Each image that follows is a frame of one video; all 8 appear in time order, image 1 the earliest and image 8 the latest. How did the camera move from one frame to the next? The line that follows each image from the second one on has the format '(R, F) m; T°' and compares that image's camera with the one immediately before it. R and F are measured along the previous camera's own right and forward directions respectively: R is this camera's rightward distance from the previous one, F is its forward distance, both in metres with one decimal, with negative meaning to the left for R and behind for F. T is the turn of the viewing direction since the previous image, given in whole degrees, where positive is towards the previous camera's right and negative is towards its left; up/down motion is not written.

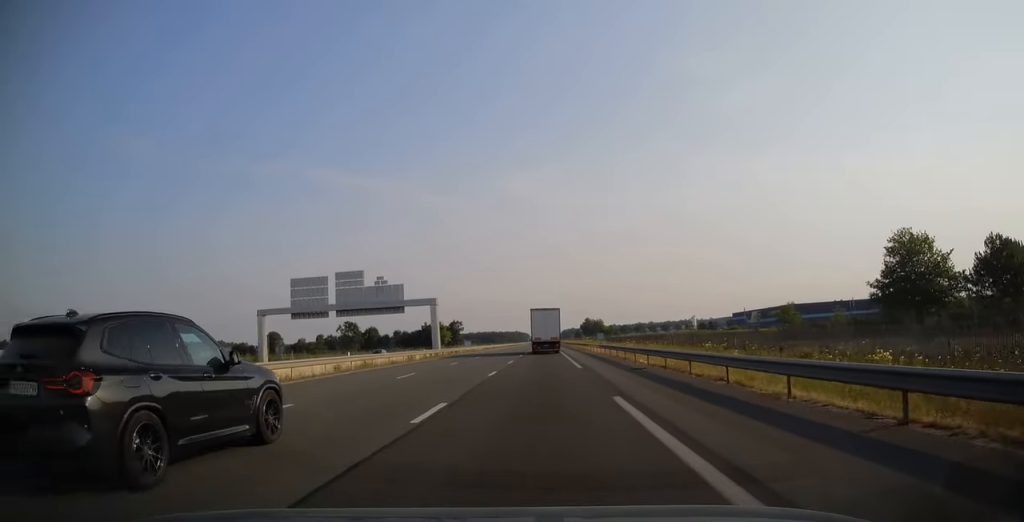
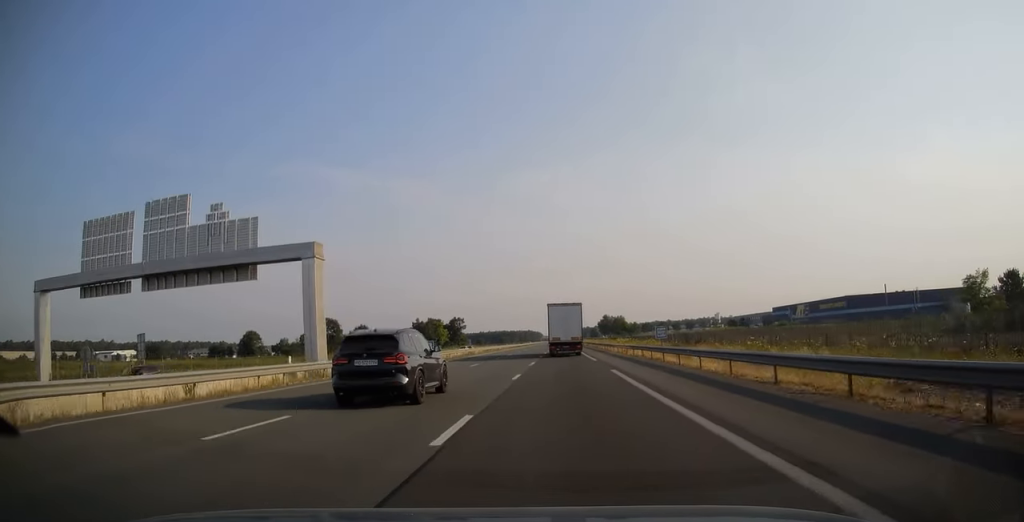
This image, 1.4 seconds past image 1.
(-0.4, +40.8) m; -1°
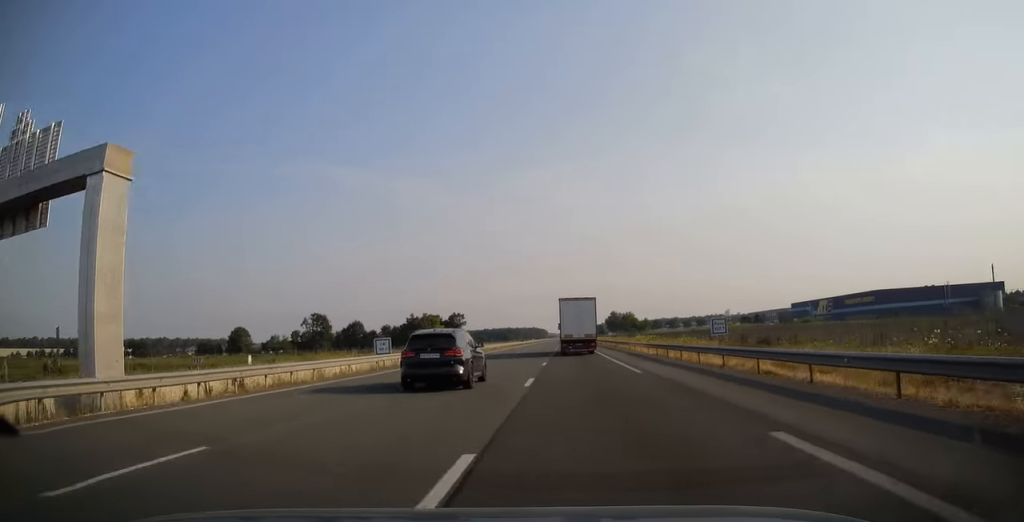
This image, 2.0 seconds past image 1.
(0.0, +16.8) m; 0°
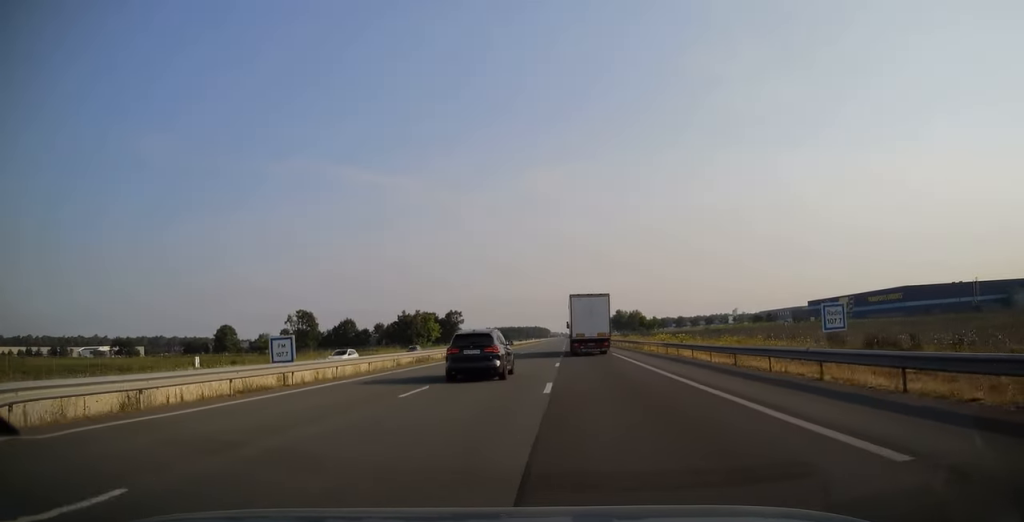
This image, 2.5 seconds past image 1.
(-0.1, +15.3) m; 0°
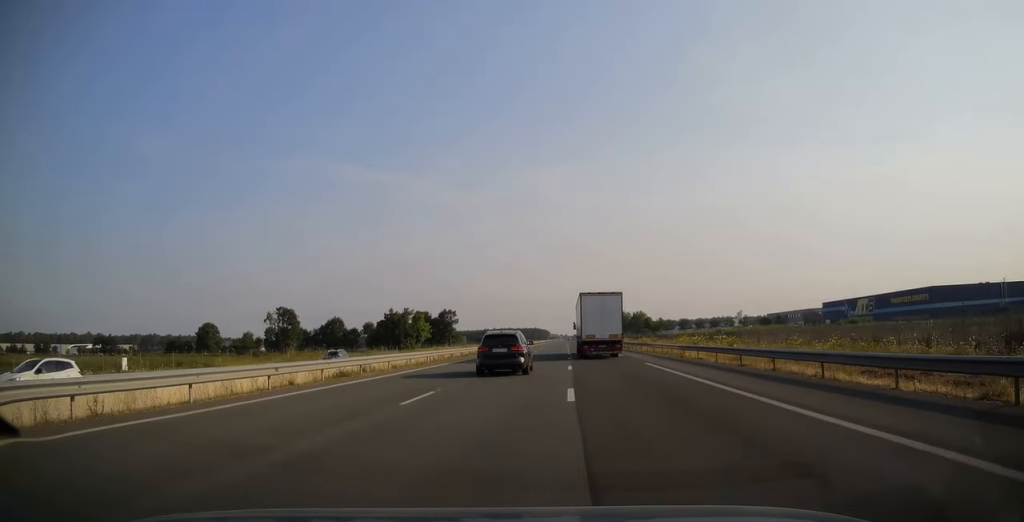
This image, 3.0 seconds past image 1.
(0.0, +14.8) m; 0°
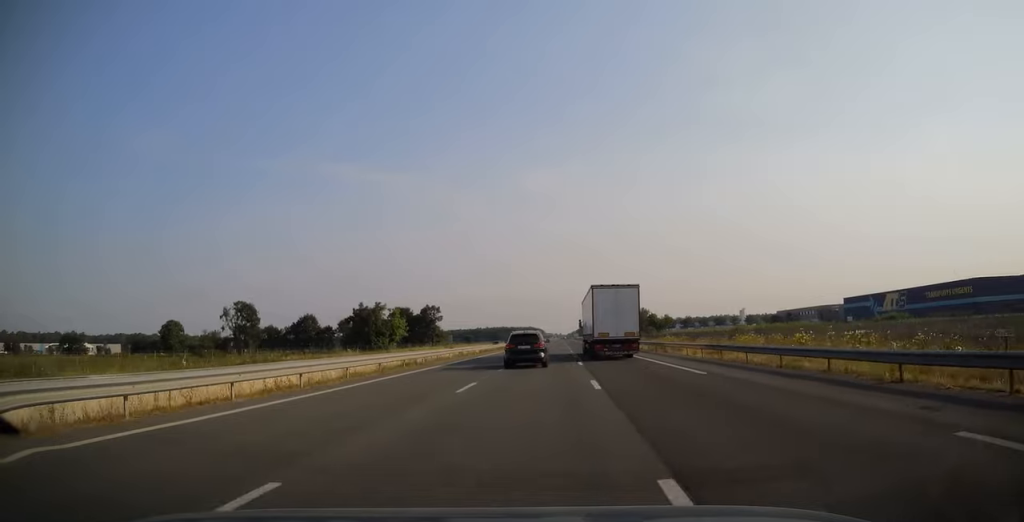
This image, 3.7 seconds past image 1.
(+0.1, +23.2) m; 0°
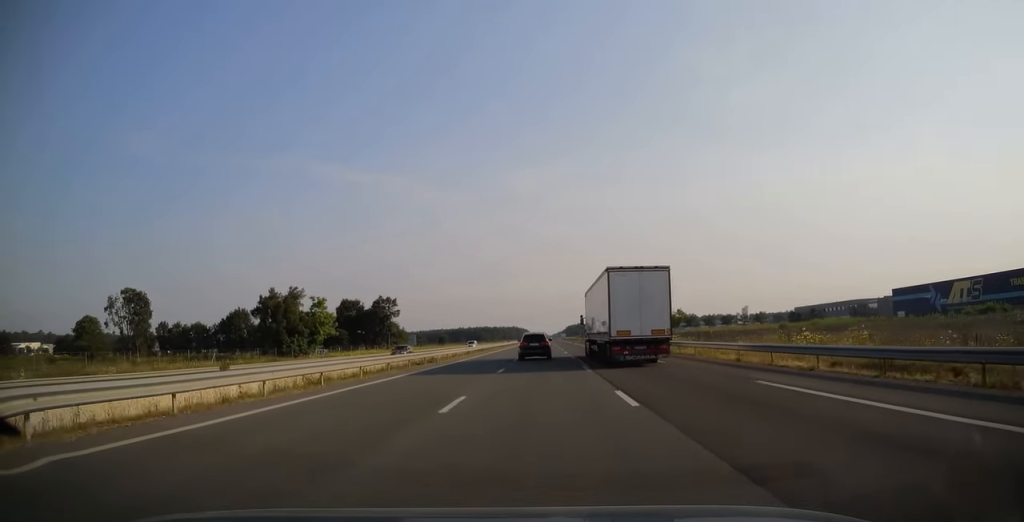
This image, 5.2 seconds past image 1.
(+0.4, +42.9) m; +1°
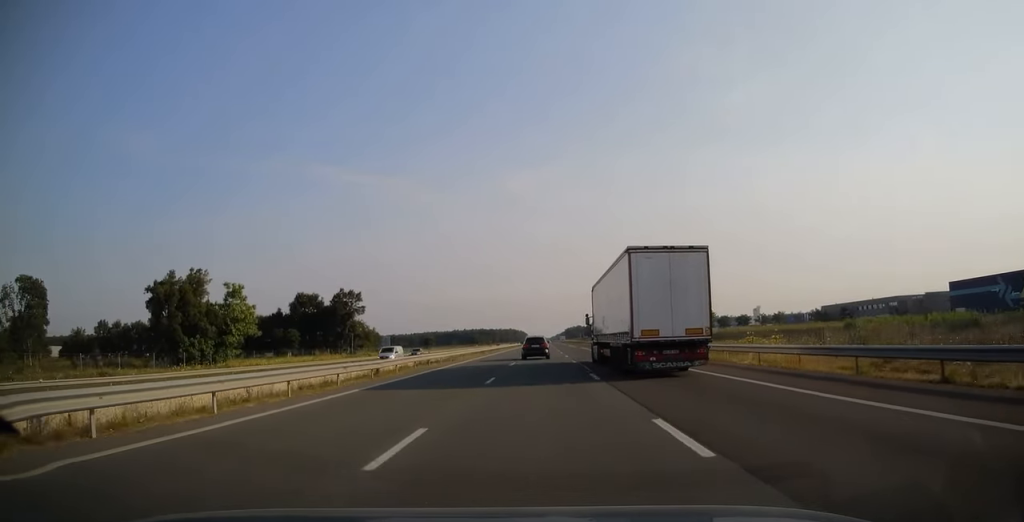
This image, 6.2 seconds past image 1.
(+0.2, +30.6) m; 0°
